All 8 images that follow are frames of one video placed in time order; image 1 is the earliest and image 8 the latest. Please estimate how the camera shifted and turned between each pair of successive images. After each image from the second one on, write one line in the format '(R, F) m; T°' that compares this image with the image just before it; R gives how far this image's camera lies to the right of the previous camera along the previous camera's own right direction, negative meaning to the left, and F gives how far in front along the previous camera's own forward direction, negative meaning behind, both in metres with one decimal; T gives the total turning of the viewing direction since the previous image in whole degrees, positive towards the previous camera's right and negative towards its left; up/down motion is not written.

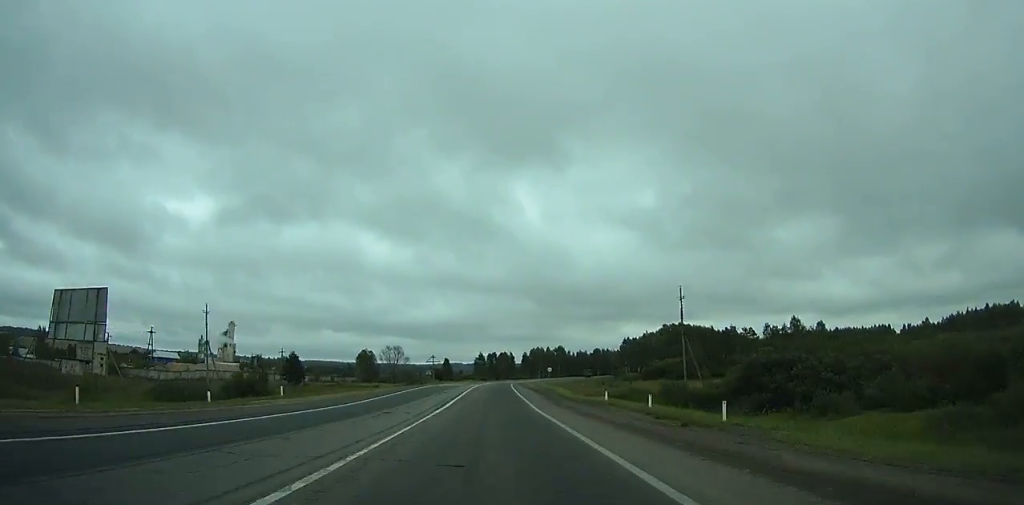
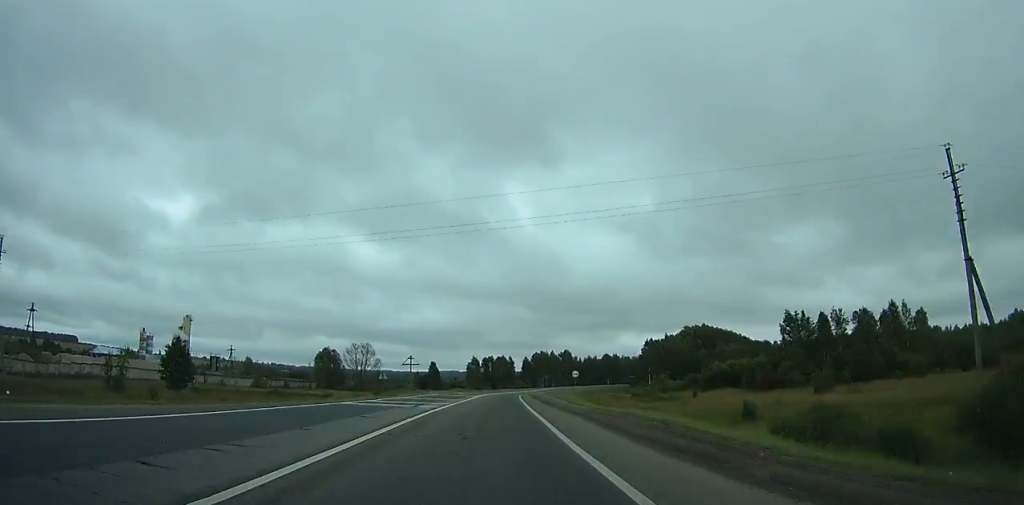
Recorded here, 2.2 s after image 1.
(0.0, +43.5) m; +1°
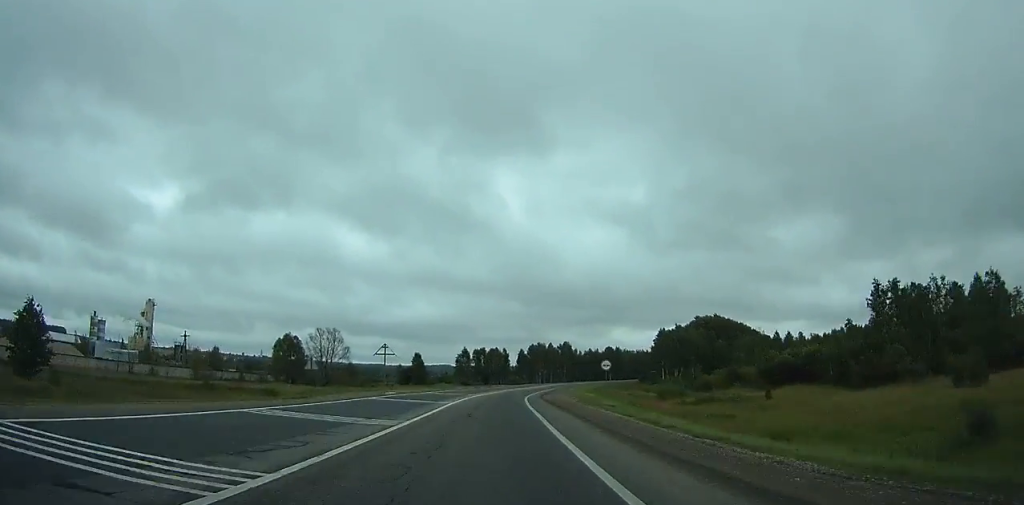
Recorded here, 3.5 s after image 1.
(-0.2, +25.8) m; +1°
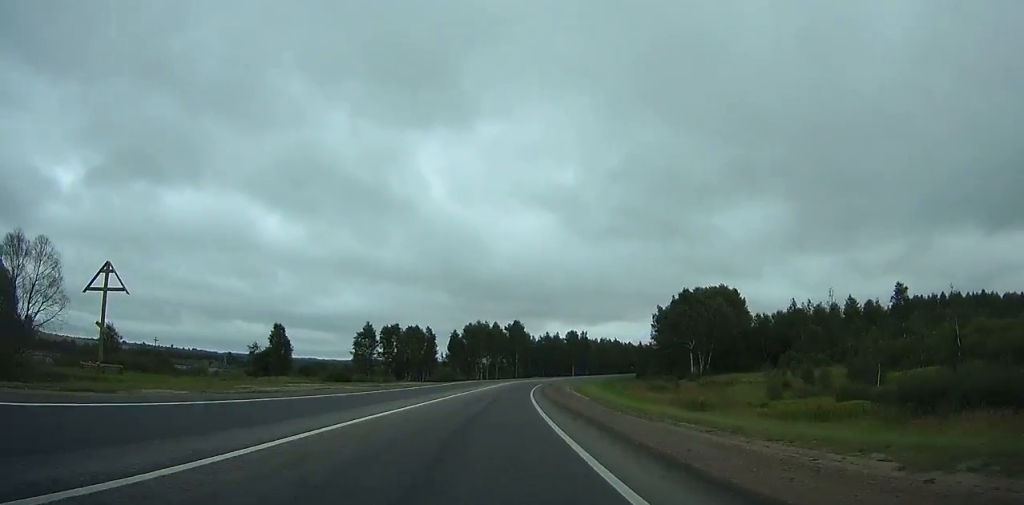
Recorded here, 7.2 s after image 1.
(+2.8, +74.5) m; +5°
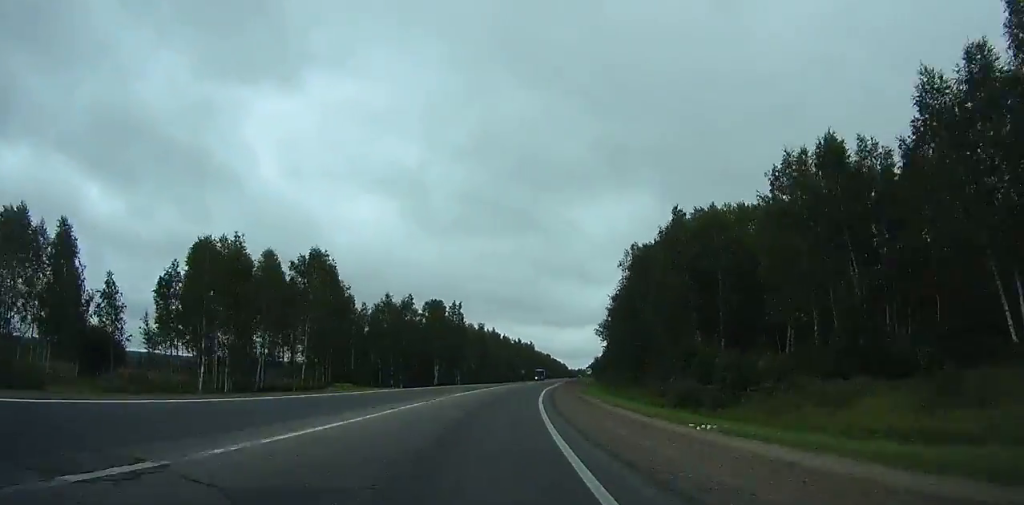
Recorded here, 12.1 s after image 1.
(+9.1, +101.2) m; +13°
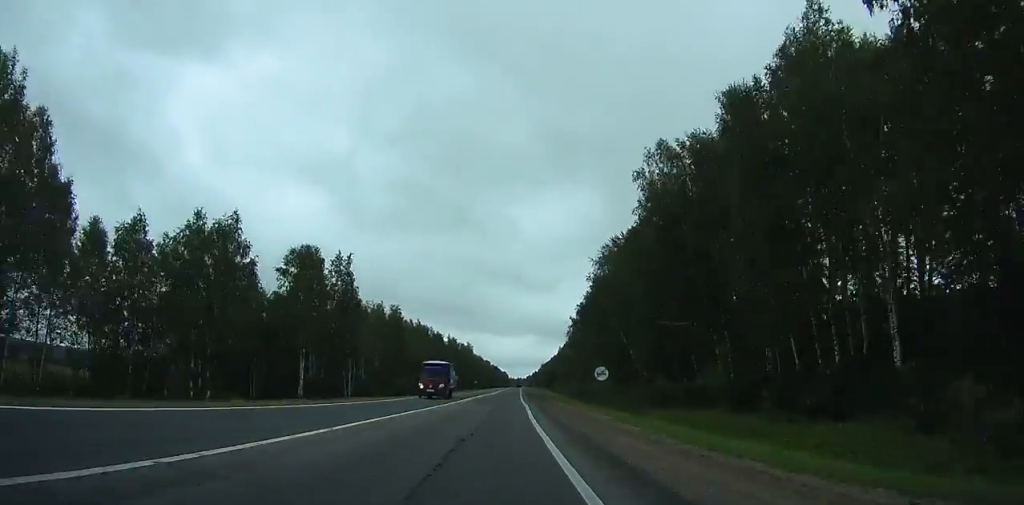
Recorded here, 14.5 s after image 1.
(+4.0, +51.6) m; +6°
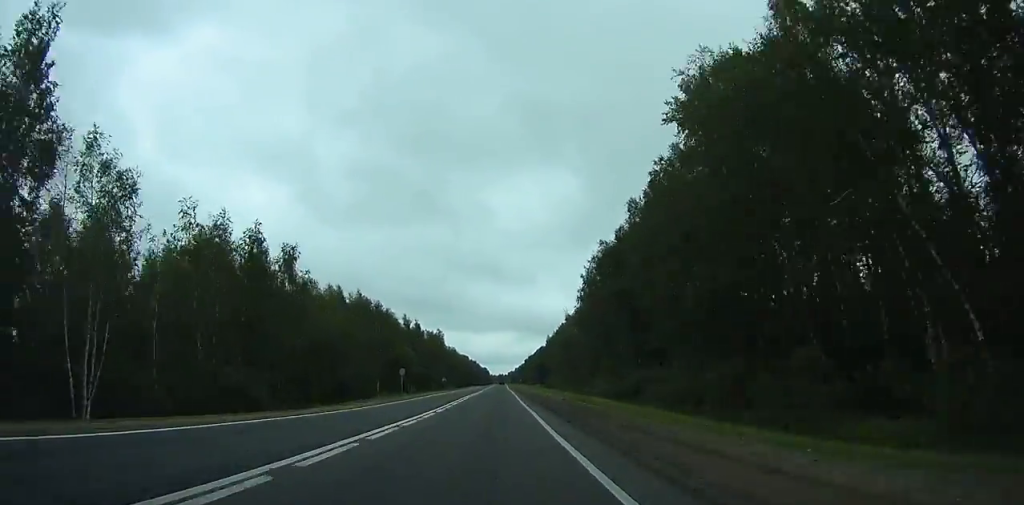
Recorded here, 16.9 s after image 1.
(+2.4, +53.0) m; +3°
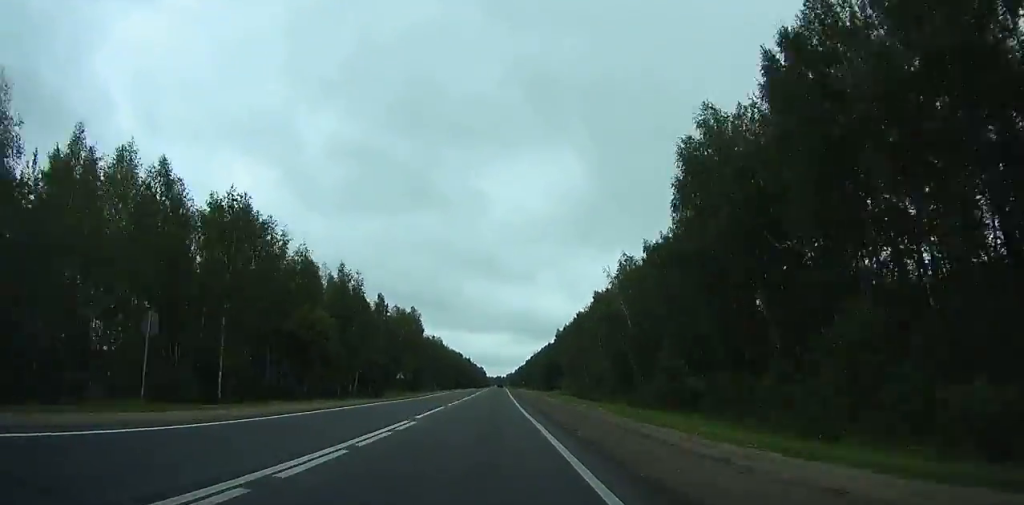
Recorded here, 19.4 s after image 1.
(+1.3, +56.8) m; +2°
